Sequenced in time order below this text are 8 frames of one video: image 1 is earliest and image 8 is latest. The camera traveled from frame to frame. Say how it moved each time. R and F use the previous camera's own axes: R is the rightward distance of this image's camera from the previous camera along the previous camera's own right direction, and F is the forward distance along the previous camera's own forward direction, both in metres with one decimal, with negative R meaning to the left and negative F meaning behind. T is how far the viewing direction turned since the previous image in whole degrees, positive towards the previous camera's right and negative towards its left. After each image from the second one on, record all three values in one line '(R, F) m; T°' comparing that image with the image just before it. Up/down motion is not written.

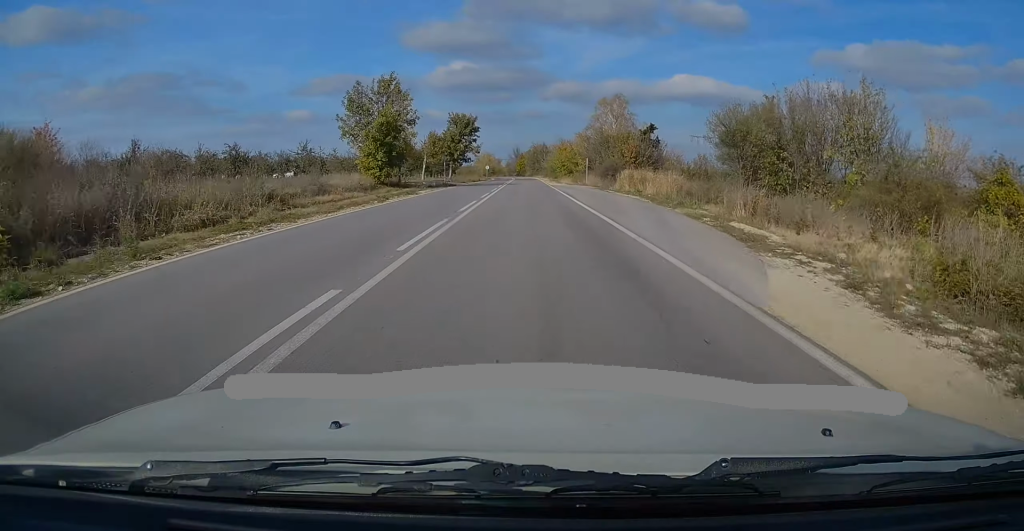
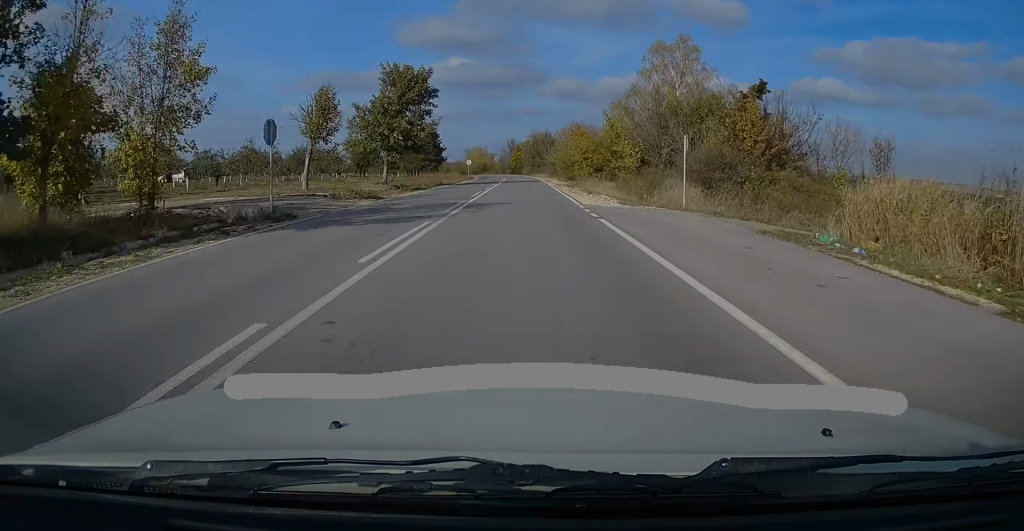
(+0.3, +37.3) m; 0°
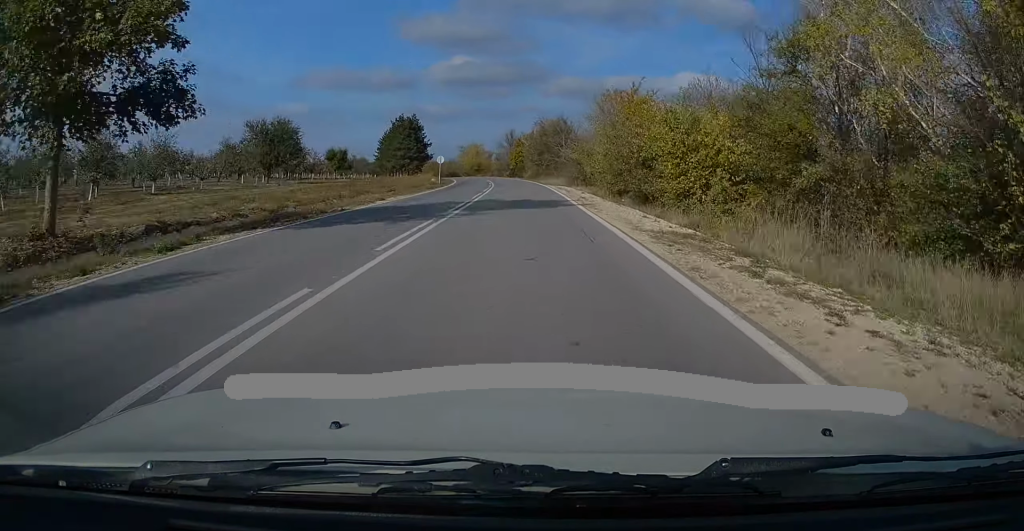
(-0.3, +34.6) m; 0°
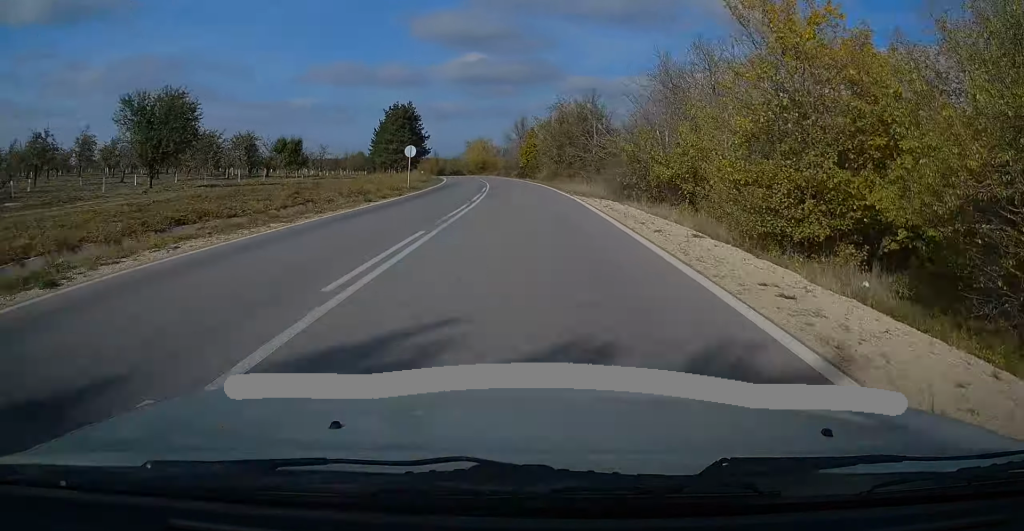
(0.0, +21.2) m; 0°
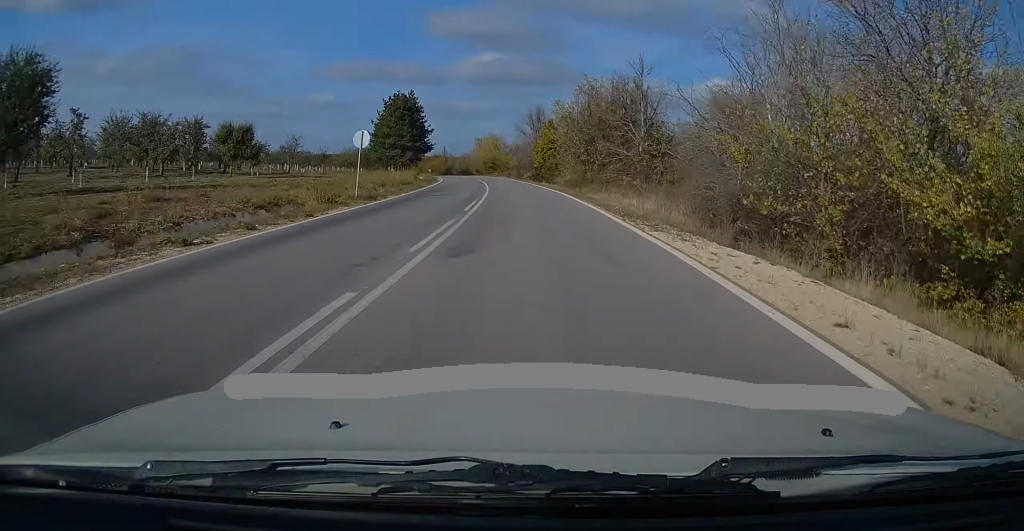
(0.0, +15.0) m; -1°
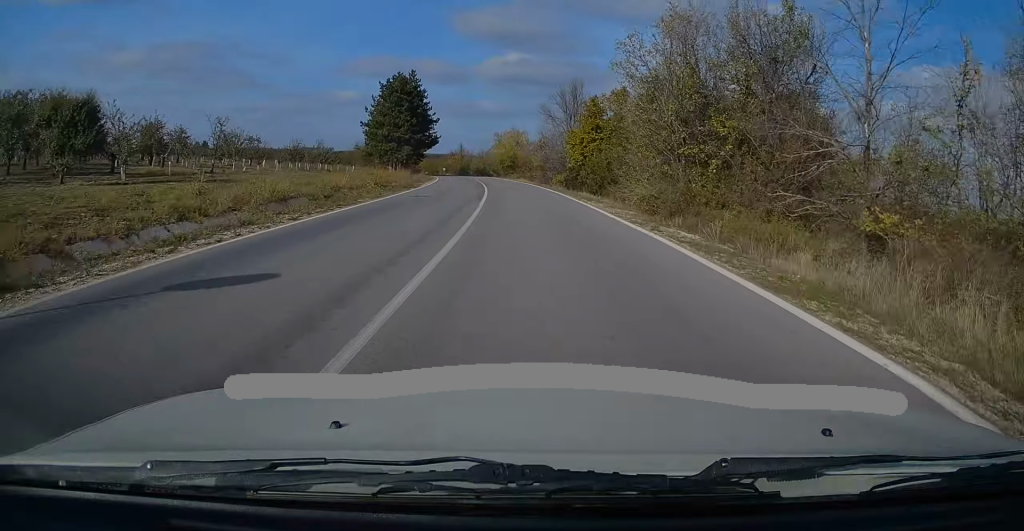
(-0.2, +22.1) m; -2°
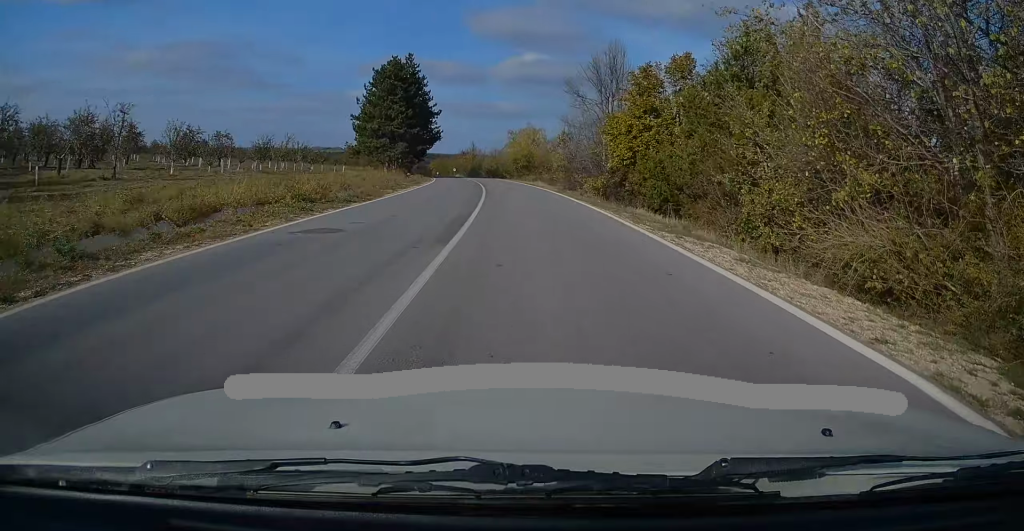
(0.0, +14.2) m; -1°
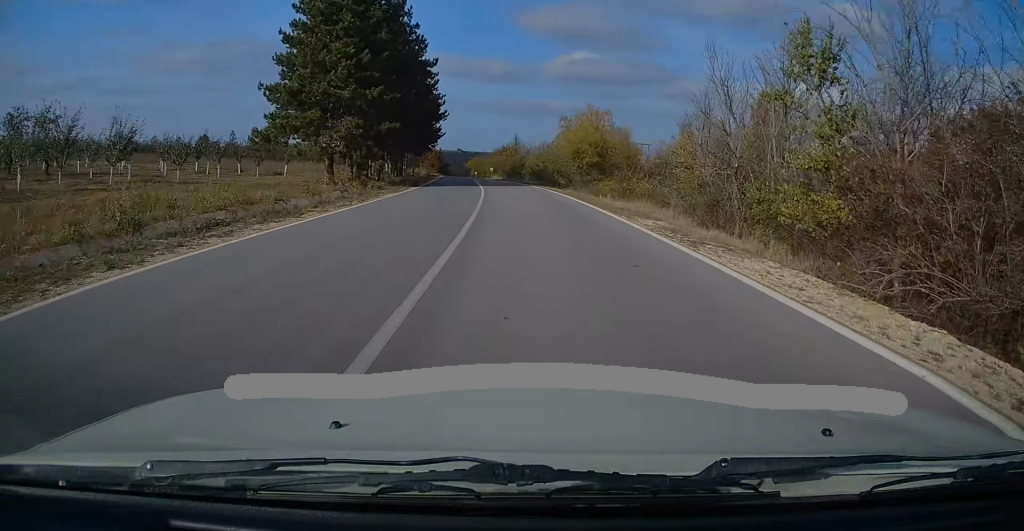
(-1.5, +37.4) m; -4°
